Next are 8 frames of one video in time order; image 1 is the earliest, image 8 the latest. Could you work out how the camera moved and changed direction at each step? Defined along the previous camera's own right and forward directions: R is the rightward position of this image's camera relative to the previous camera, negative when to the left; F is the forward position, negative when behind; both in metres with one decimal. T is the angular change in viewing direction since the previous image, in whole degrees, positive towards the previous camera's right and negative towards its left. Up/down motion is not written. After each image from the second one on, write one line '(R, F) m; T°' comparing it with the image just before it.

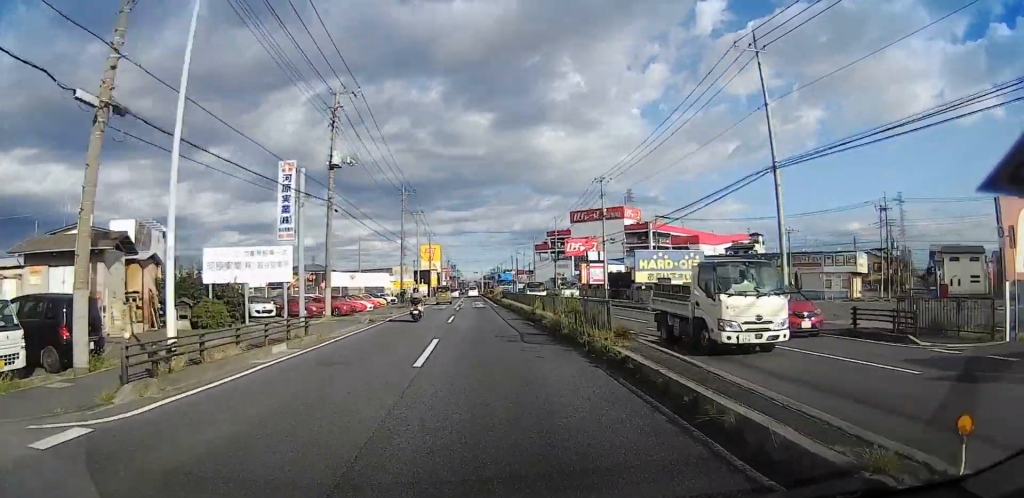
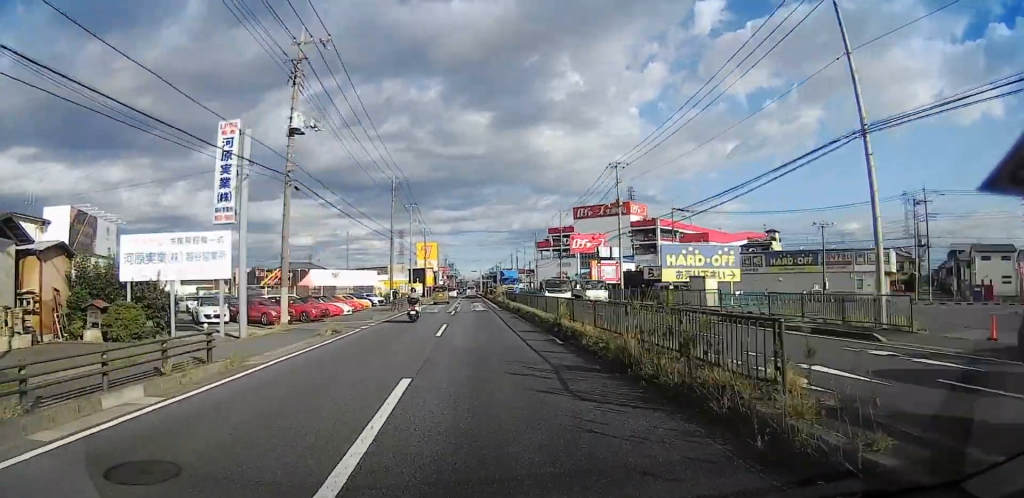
(0.0, +5.5) m; -1°
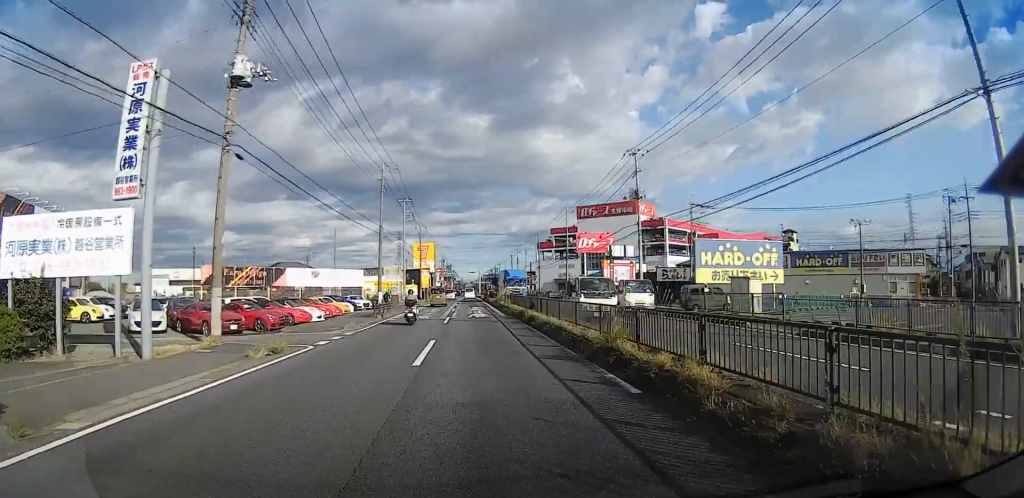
(0.0, +5.1) m; 0°
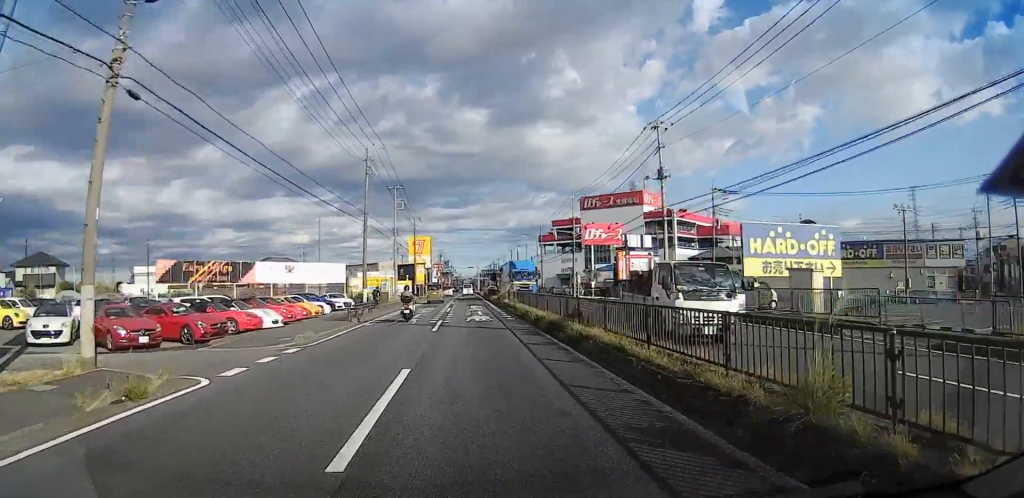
(-0.1, +5.1) m; 0°
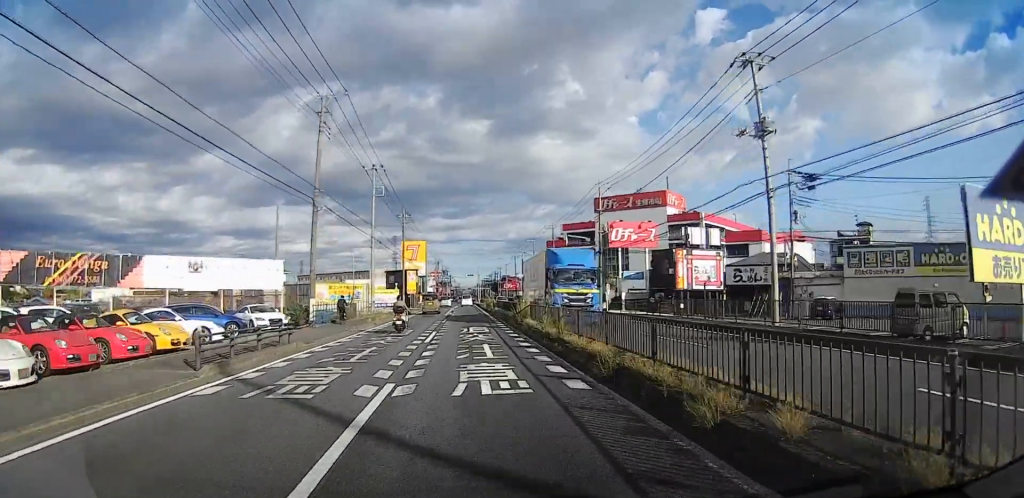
(-0.1, +12.4) m; 0°
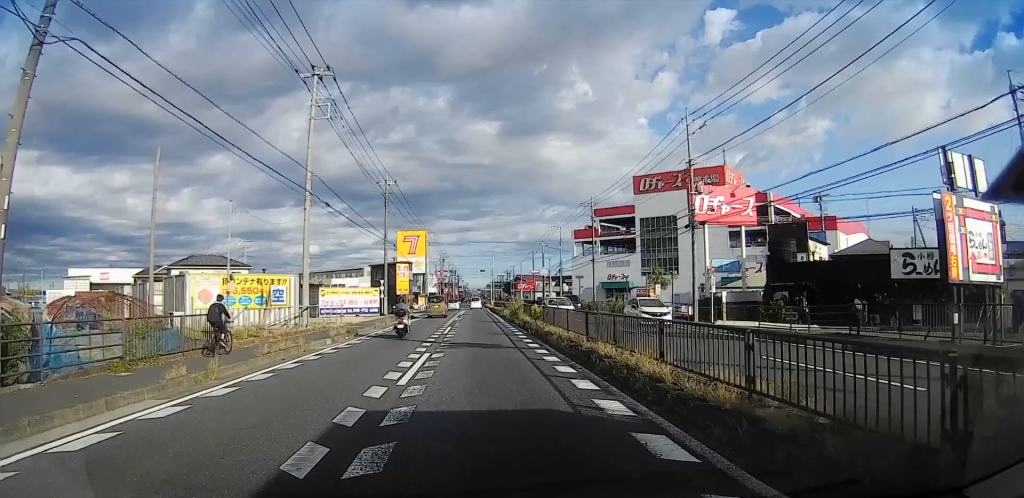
(+0.3, +24.0) m; +1°
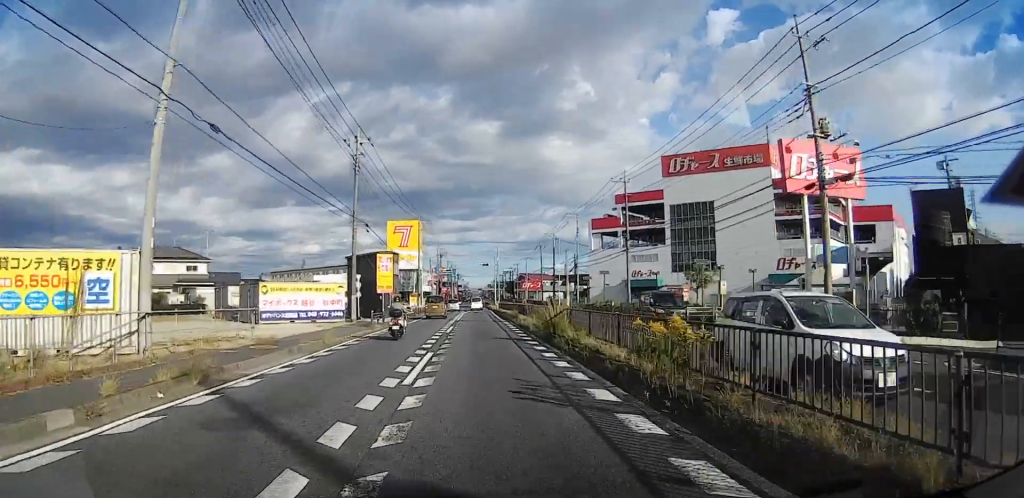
(+0.1, +15.8) m; +1°
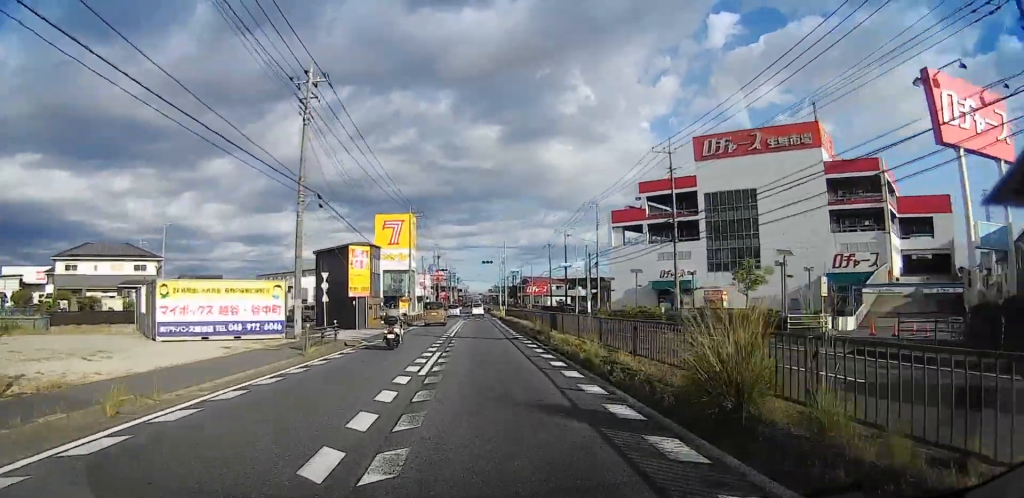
(+0.1, +13.3) m; 0°
